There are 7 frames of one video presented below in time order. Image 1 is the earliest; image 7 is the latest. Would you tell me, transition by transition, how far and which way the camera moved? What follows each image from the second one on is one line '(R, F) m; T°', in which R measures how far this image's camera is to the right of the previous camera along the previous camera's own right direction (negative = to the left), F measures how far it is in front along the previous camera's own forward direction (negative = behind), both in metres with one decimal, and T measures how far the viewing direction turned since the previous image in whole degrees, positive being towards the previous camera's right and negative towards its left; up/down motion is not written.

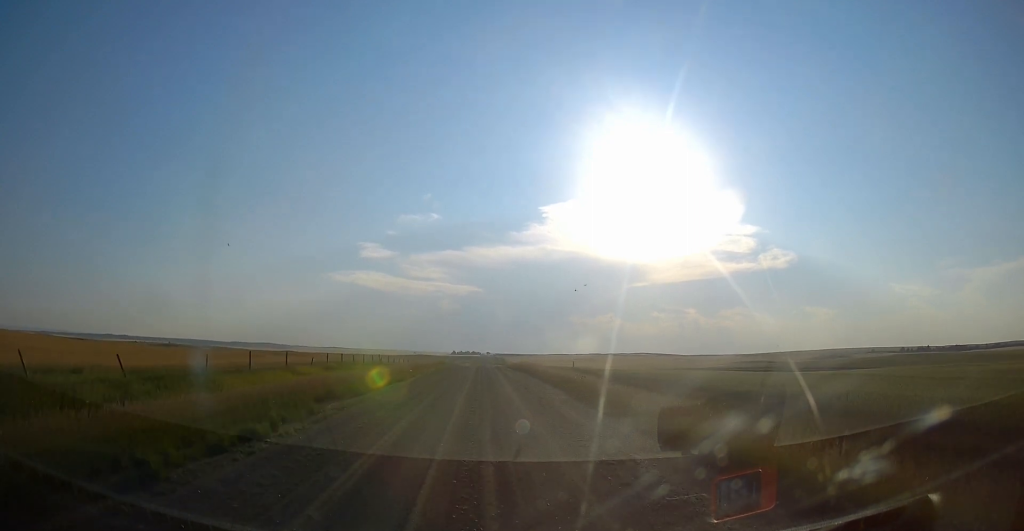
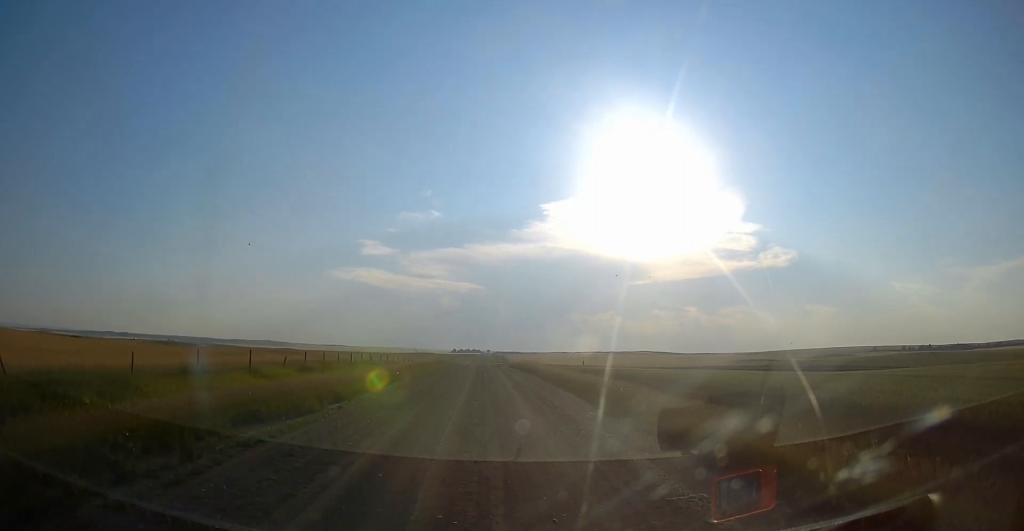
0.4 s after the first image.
(0.0, +6.2) m; 0°
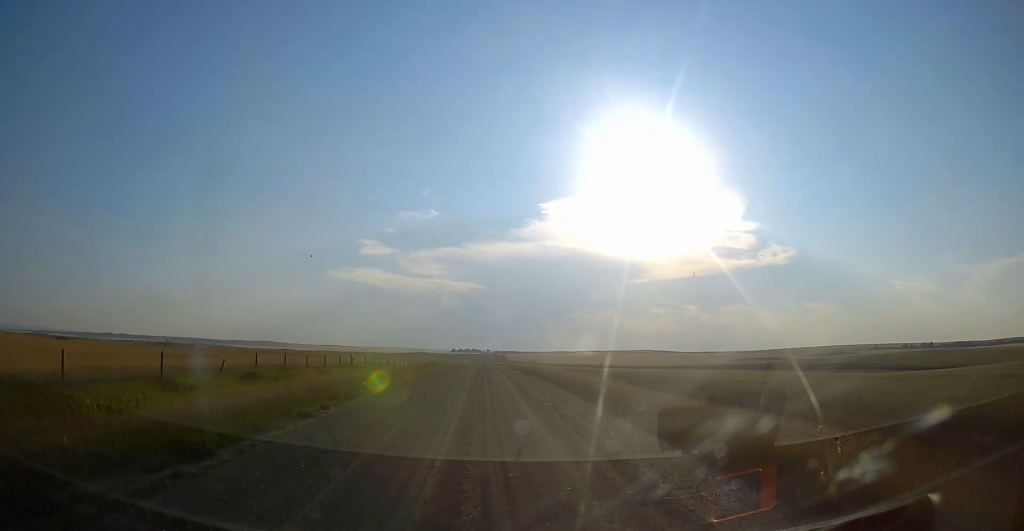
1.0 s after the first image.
(0.0, +9.3) m; 0°
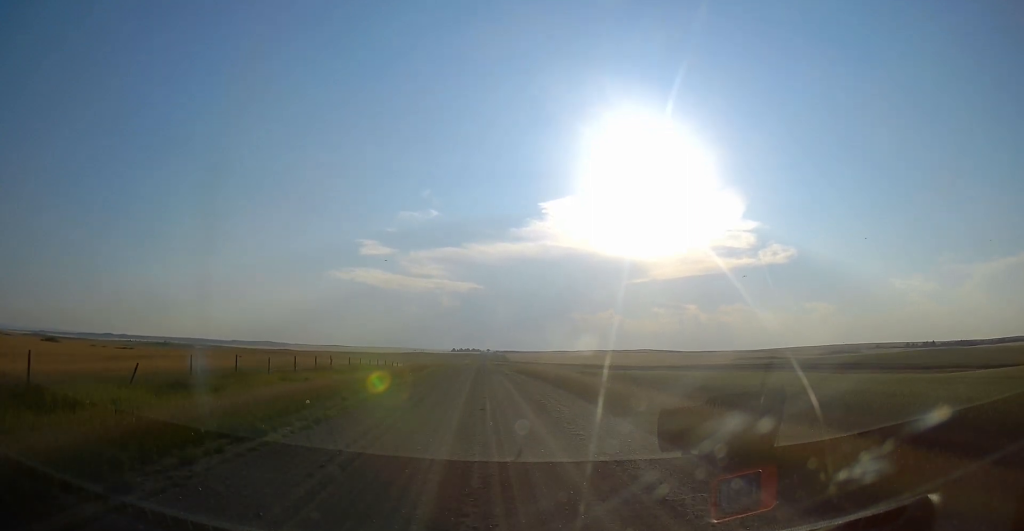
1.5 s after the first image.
(0.0, +7.7) m; 0°
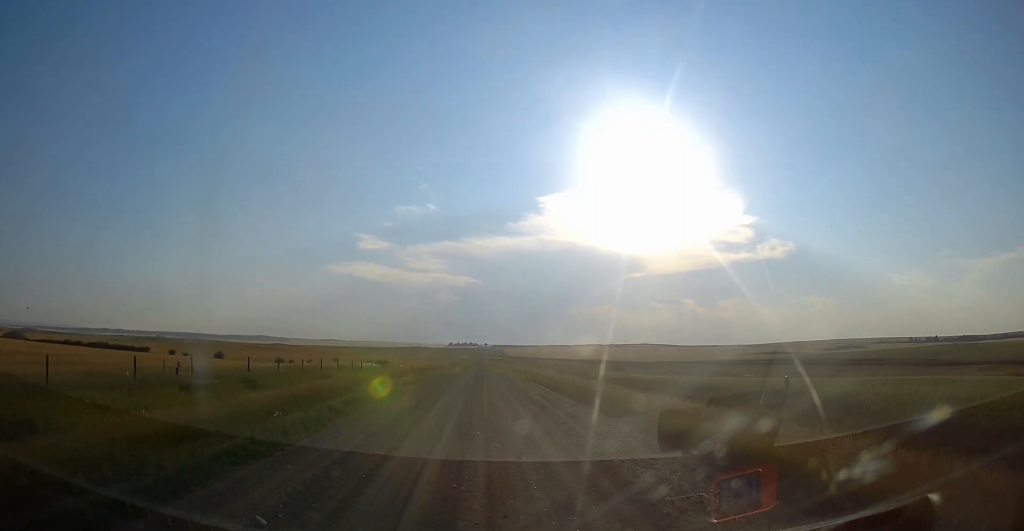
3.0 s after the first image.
(0.0, +23.7) m; 0°
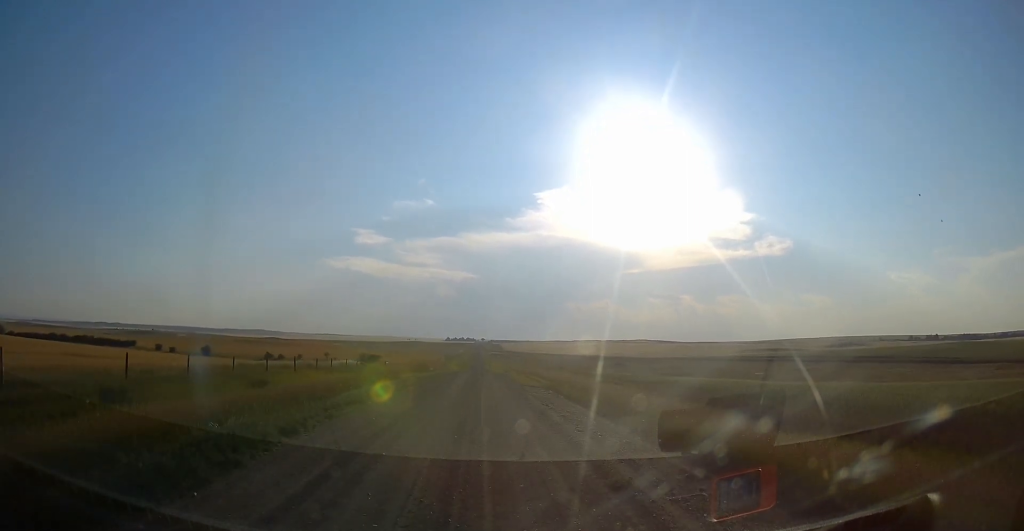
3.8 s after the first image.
(0.0, +11.4) m; 0°
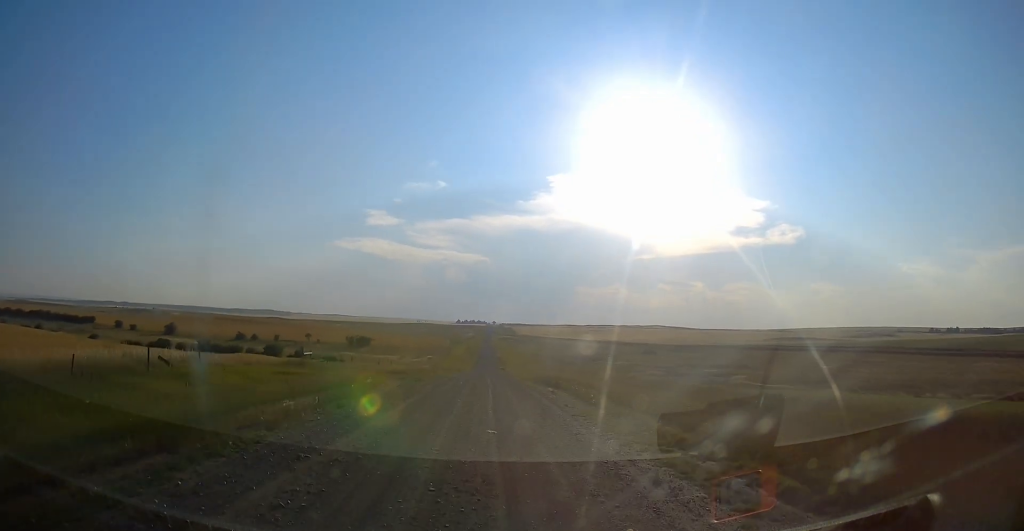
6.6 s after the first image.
(0.0, +44.6) m; 0°
